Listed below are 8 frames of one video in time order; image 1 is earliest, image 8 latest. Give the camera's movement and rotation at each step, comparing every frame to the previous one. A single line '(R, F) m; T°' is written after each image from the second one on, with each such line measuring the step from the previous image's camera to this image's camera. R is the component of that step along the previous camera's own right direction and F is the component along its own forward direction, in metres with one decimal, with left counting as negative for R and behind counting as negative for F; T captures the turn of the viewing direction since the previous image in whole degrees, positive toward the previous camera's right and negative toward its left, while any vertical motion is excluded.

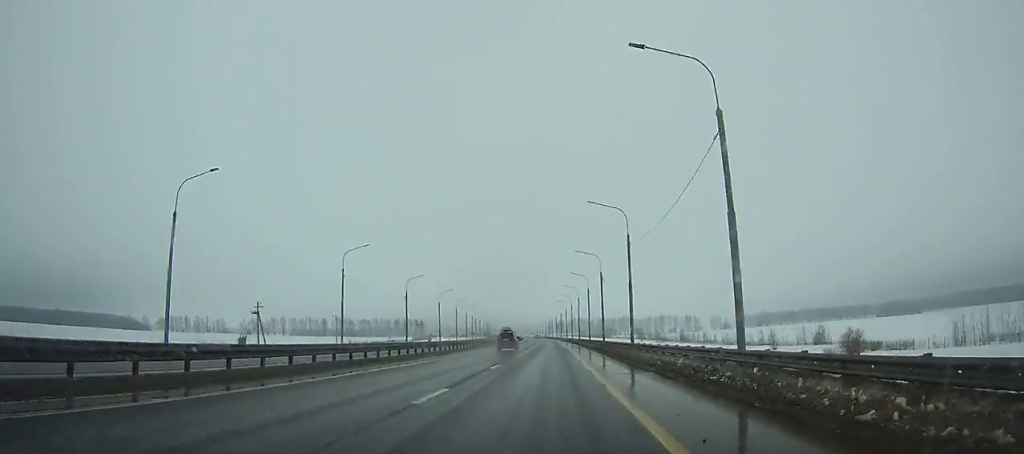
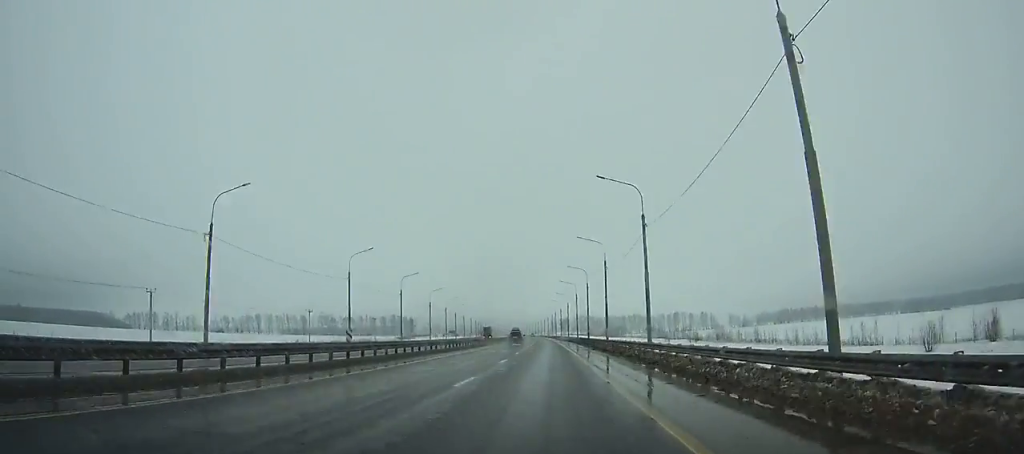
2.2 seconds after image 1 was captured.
(0.0, +55.5) m; -1°
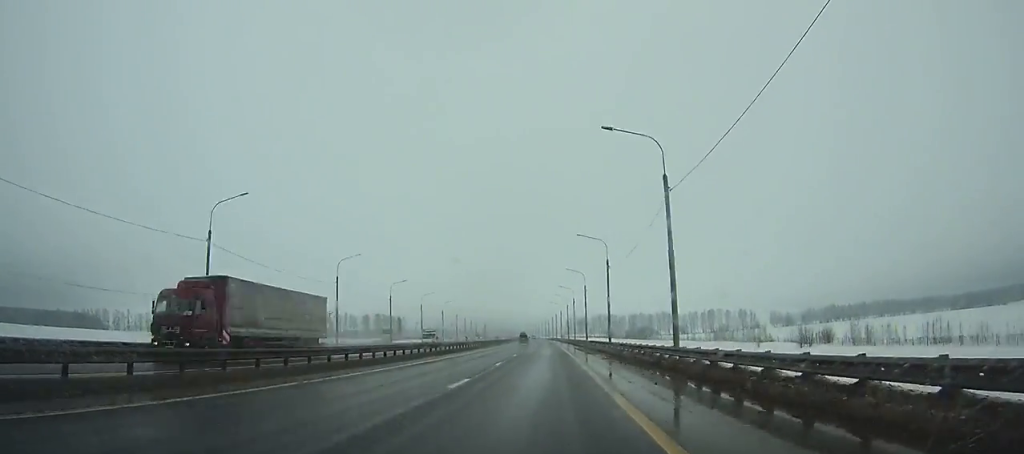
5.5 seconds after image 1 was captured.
(-0.8, +84.6) m; -1°
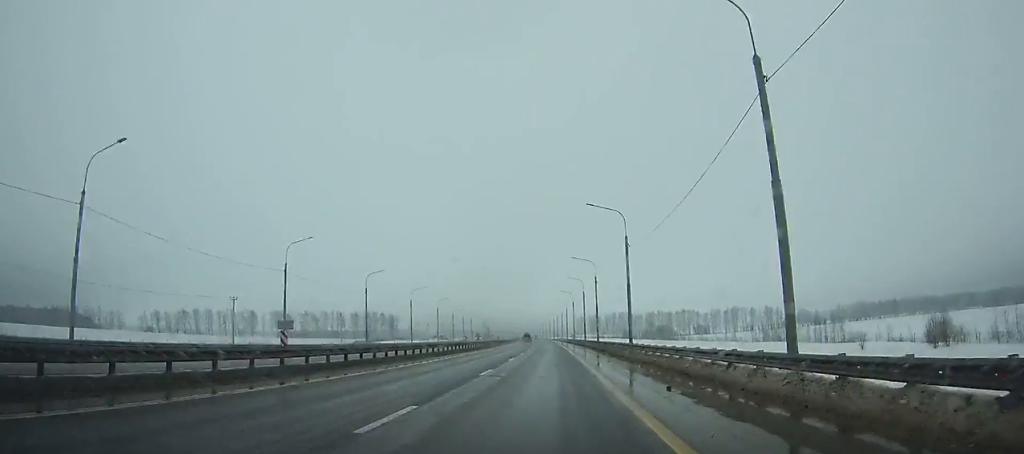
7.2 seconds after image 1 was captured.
(-0.6, +44.2) m; -1°
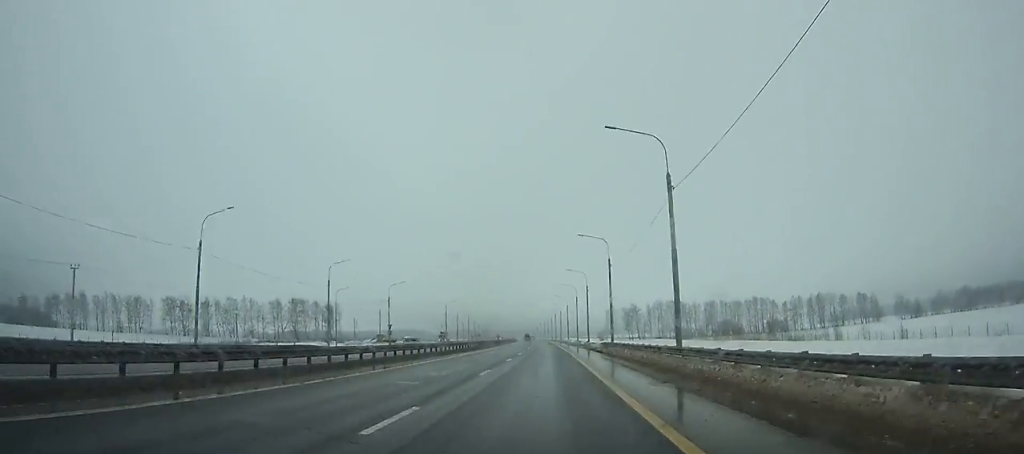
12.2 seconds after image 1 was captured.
(-2.9, +131.4) m; -2°
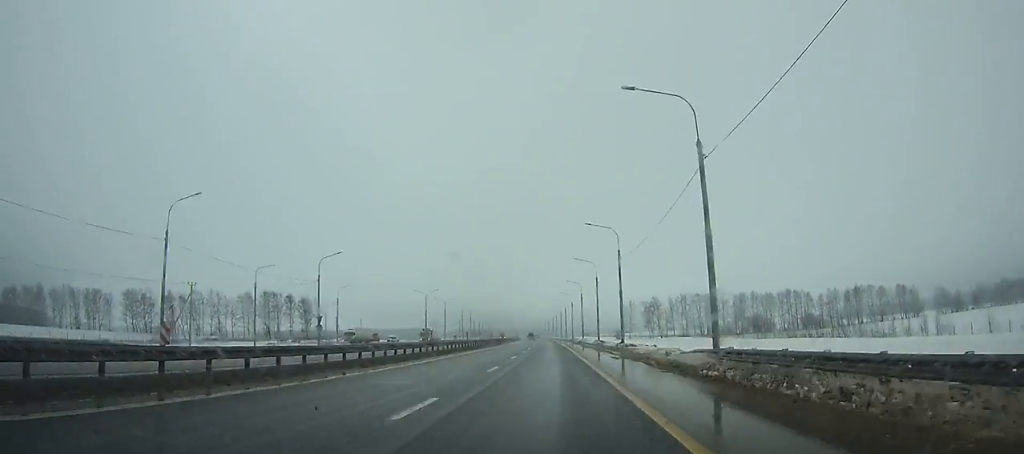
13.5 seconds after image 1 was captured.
(-0.3, +34.4) m; 0°
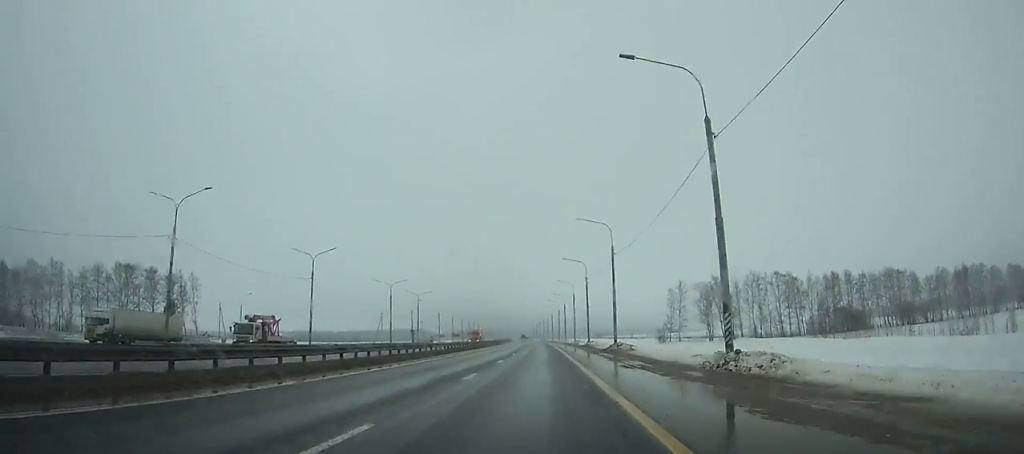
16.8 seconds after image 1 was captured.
(-0.6, +87.2) m; -1°
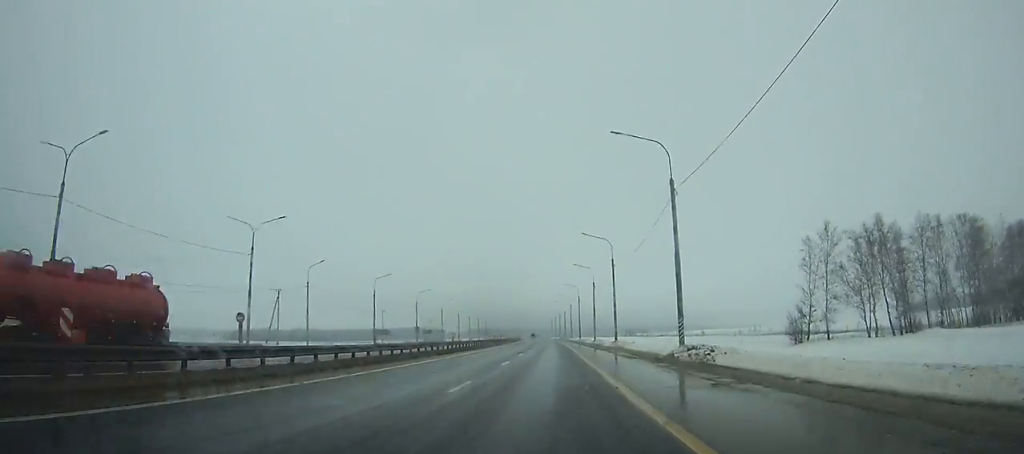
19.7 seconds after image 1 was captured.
(-1.0, +76.1) m; -1°
